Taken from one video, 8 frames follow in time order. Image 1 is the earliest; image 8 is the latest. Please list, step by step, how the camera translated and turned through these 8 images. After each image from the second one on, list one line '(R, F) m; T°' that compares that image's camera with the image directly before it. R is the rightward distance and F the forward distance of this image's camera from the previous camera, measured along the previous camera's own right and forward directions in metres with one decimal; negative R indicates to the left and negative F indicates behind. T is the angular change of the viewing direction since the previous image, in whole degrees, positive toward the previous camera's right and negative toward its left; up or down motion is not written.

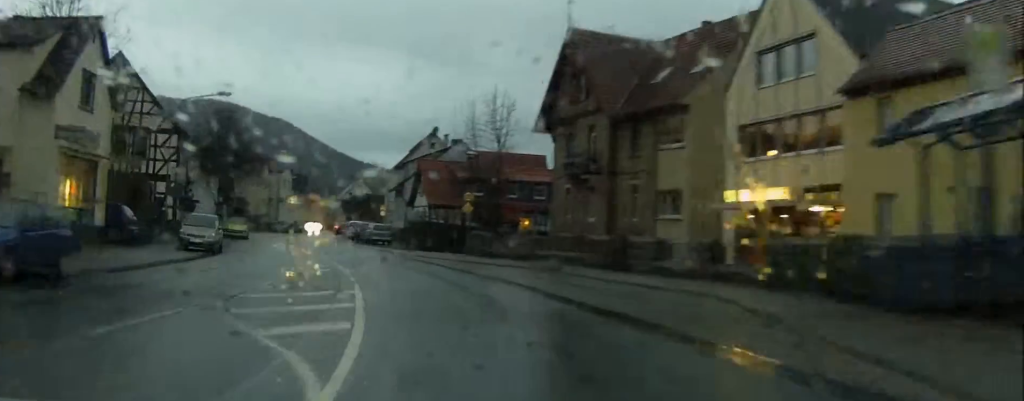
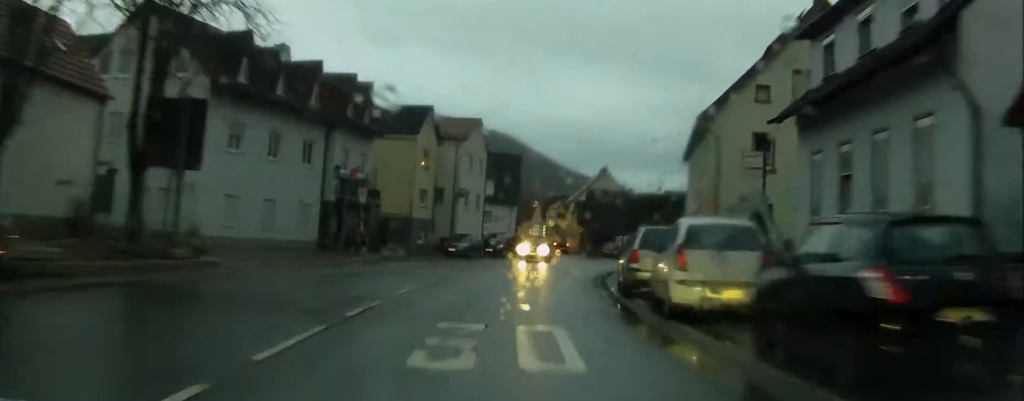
(-9.6, +57.2) m; -14°
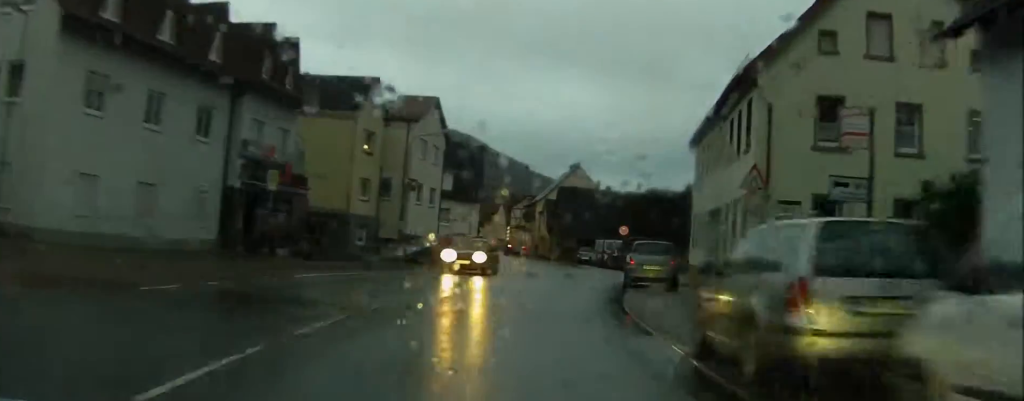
(0.0, +11.5) m; +1°
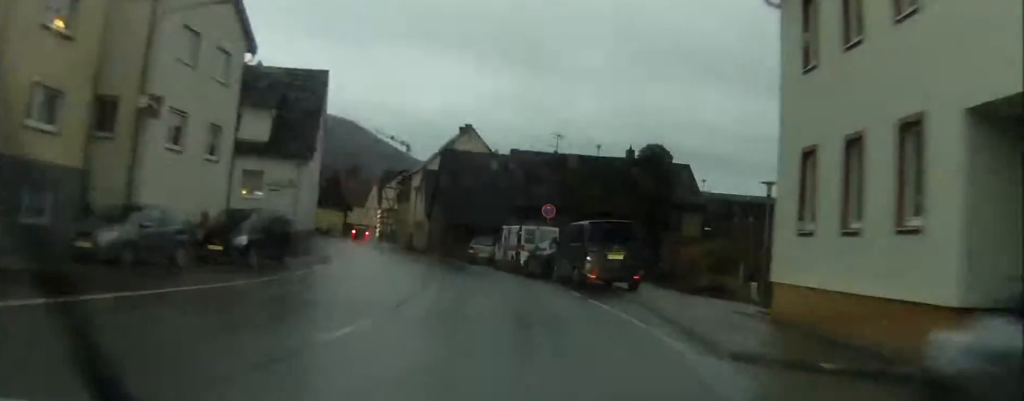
(+0.8, +26.1) m; +5°
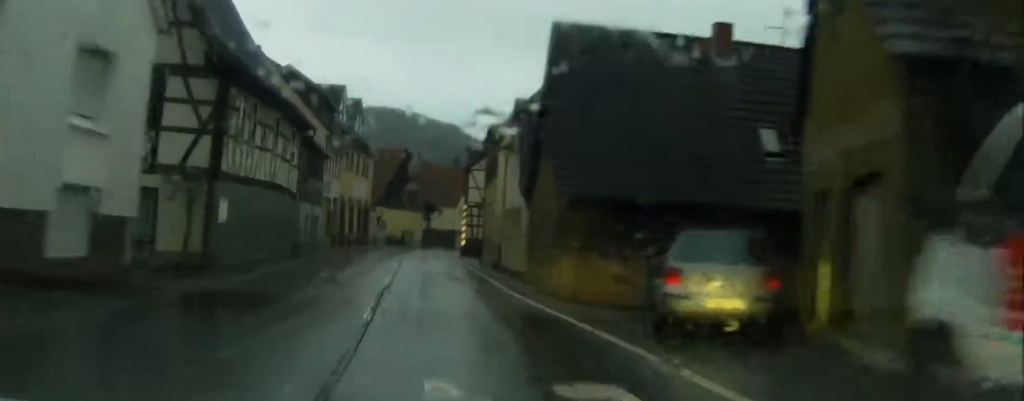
(+0.5, +32.6) m; -2°
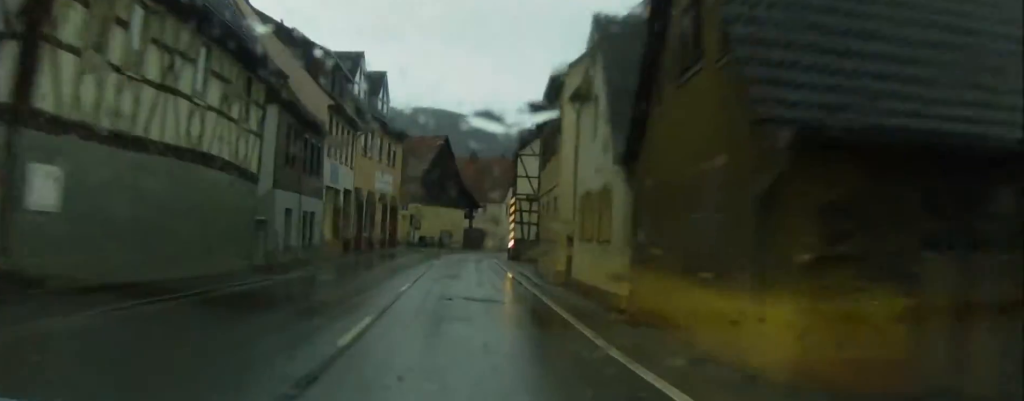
(-0.2, +10.6) m; -1°
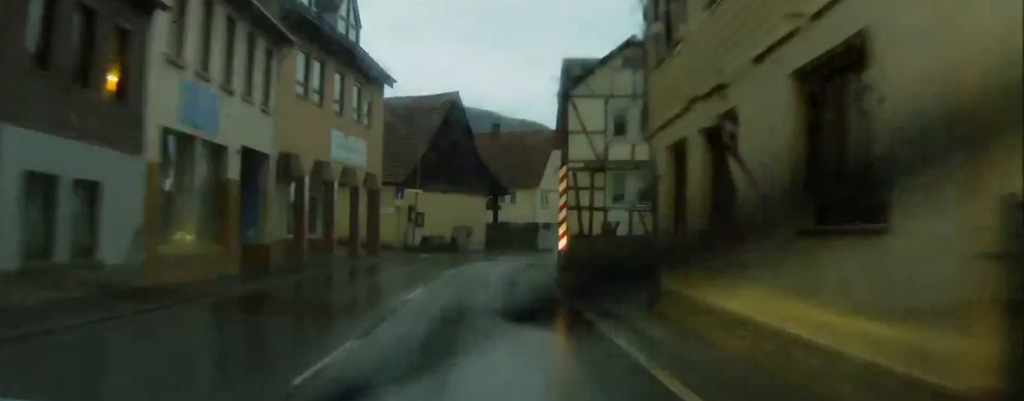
(-0.1, +20.5) m; -1°
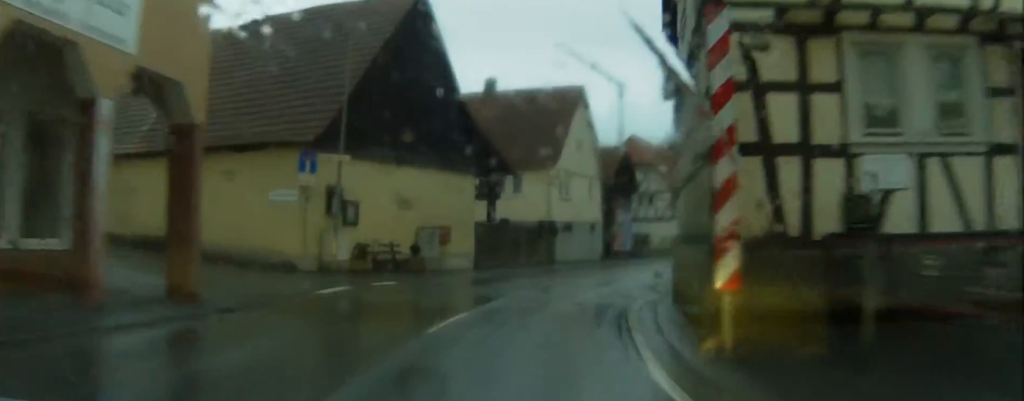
(-0.5, +22.3) m; +1°
